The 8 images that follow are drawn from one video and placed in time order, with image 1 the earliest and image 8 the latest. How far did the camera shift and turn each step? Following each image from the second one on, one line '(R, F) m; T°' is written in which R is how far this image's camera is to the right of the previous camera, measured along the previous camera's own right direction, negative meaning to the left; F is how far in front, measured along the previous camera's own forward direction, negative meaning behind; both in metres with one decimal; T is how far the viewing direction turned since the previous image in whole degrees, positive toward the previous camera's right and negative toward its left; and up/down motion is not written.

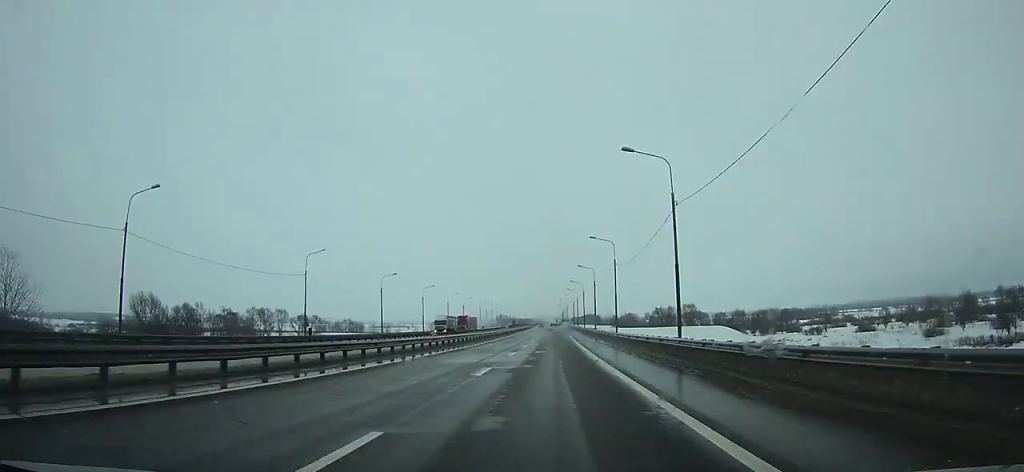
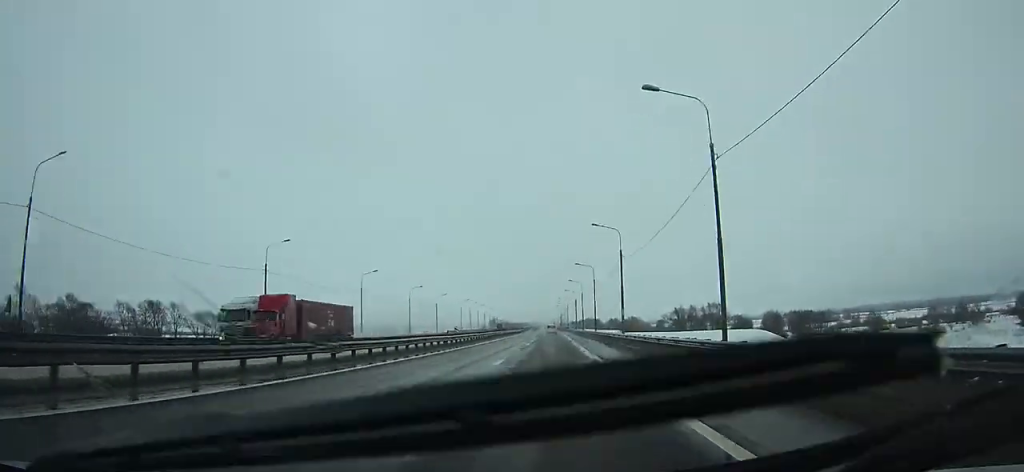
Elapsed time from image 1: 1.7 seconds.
(+0.1, +43.7) m; 0°
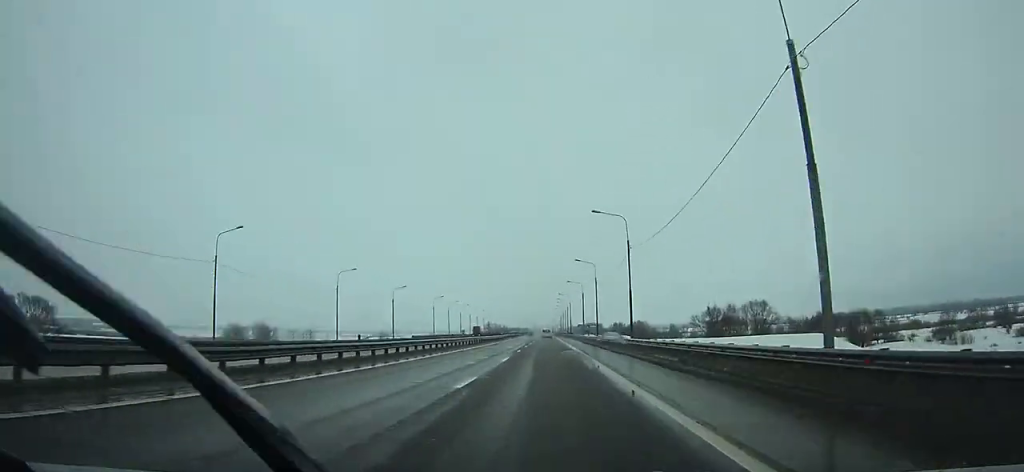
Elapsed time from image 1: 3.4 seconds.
(+0.1, +43.0) m; 0°
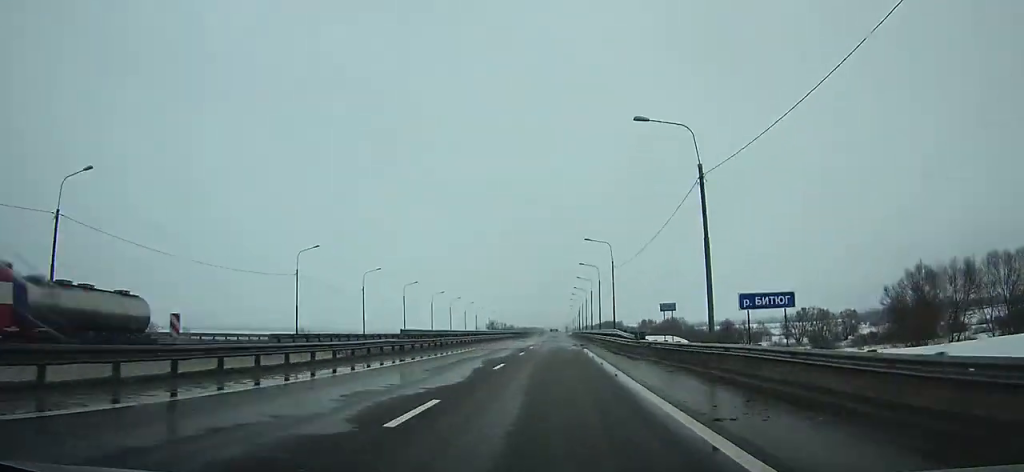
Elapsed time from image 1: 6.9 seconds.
(-0.5, +87.0) m; -1°
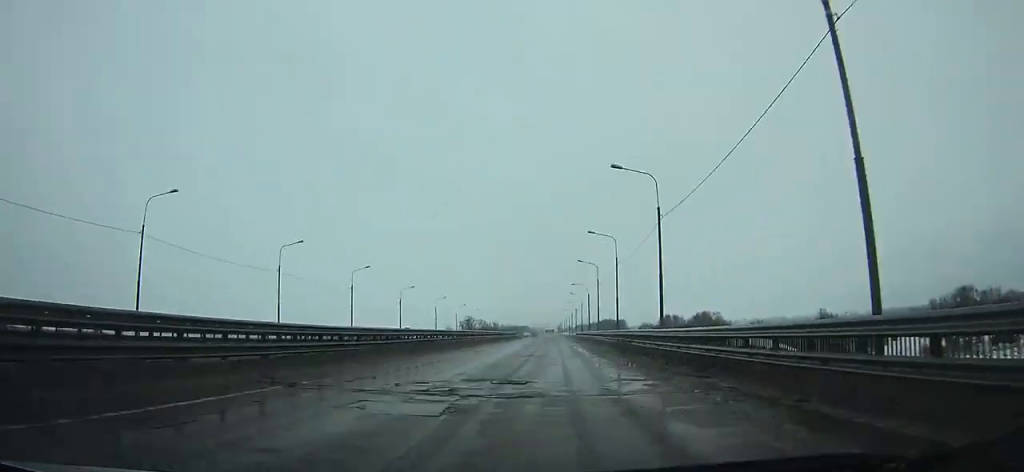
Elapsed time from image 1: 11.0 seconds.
(0.0, +99.0) m; 0°
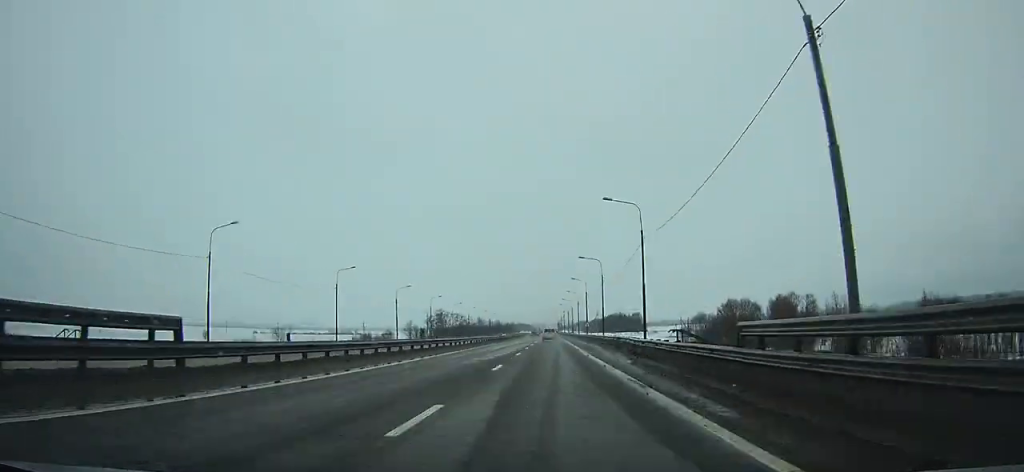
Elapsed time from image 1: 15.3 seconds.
(+0.8, +101.8) m; +1°
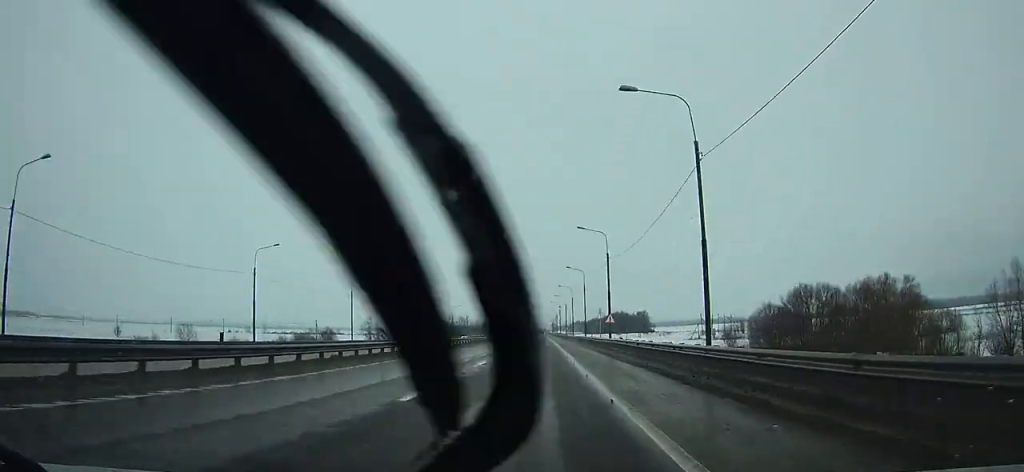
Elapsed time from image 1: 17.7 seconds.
(0.0, +56.2) m; 0°
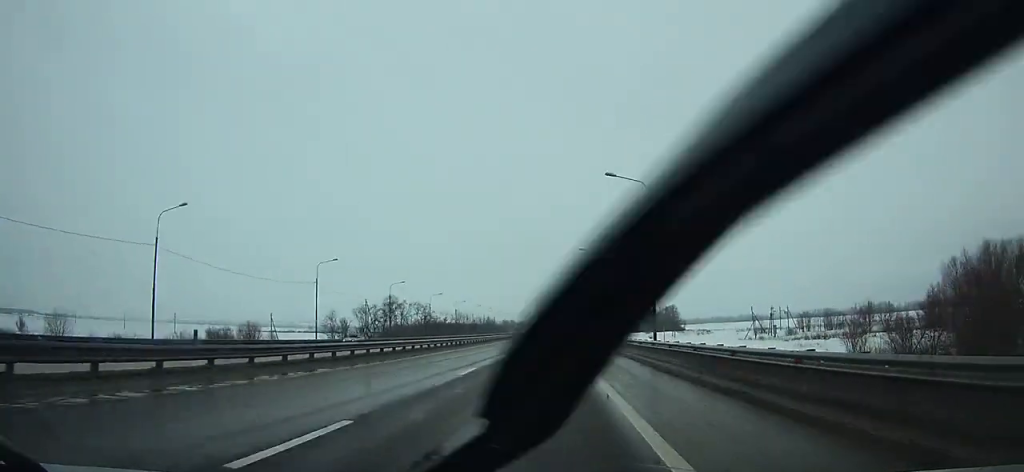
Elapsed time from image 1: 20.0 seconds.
(-0.1, +53.4) m; 0°
